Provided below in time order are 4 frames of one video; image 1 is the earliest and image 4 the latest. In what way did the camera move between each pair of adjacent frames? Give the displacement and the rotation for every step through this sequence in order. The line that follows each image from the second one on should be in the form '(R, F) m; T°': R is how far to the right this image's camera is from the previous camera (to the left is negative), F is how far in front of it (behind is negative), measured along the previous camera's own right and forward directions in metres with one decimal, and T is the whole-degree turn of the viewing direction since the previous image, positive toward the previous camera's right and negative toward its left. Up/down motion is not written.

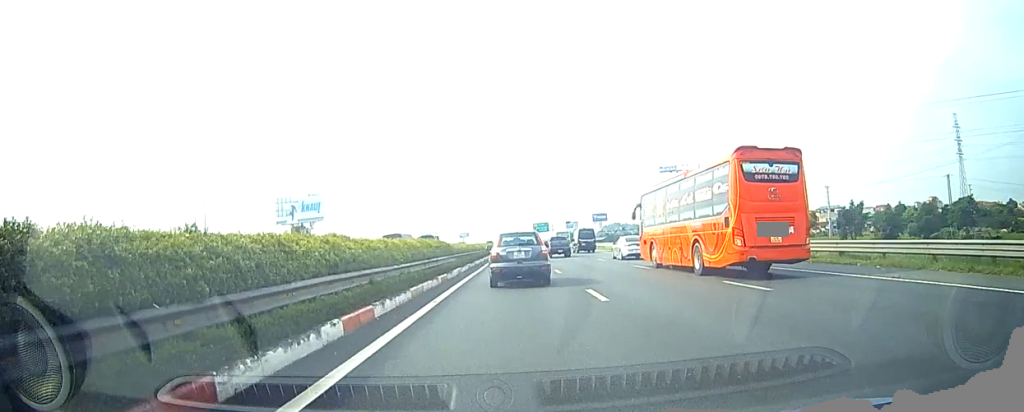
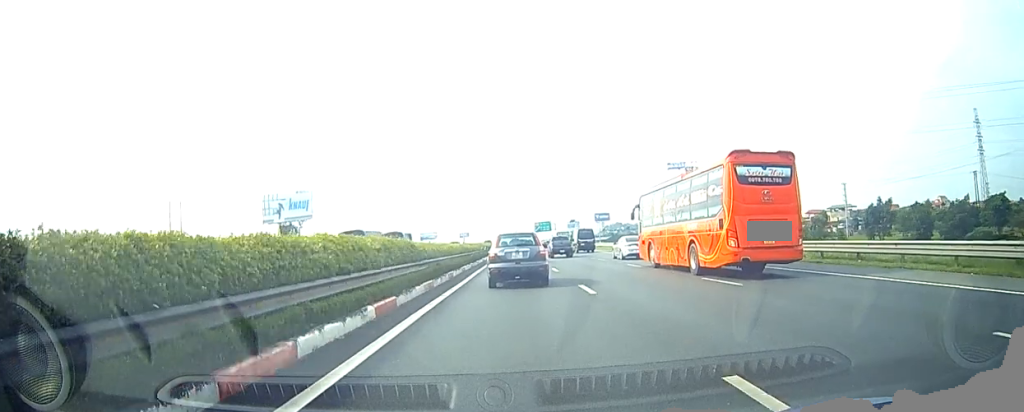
(0.0, +9.3) m; 0°
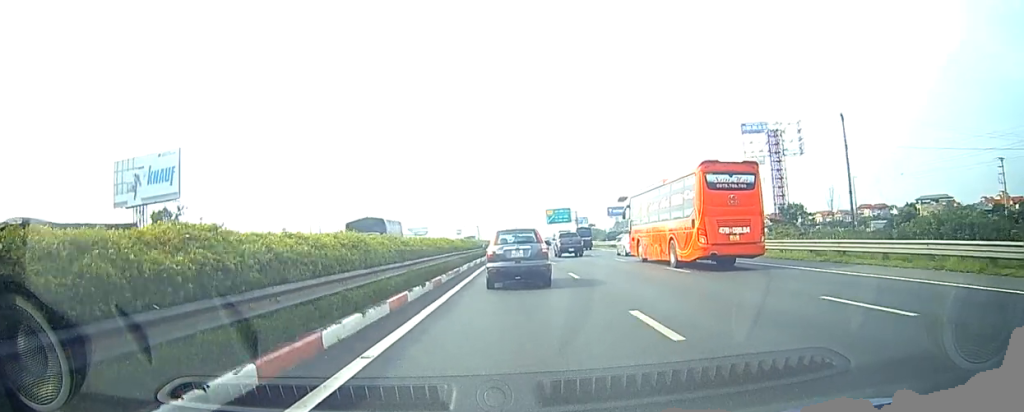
(0.0, +62.2) m; 0°
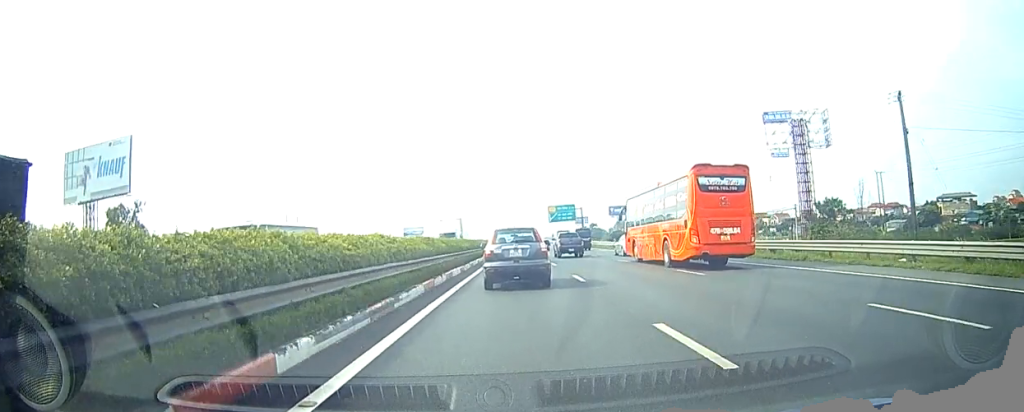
(0.0, +12.9) m; 0°
